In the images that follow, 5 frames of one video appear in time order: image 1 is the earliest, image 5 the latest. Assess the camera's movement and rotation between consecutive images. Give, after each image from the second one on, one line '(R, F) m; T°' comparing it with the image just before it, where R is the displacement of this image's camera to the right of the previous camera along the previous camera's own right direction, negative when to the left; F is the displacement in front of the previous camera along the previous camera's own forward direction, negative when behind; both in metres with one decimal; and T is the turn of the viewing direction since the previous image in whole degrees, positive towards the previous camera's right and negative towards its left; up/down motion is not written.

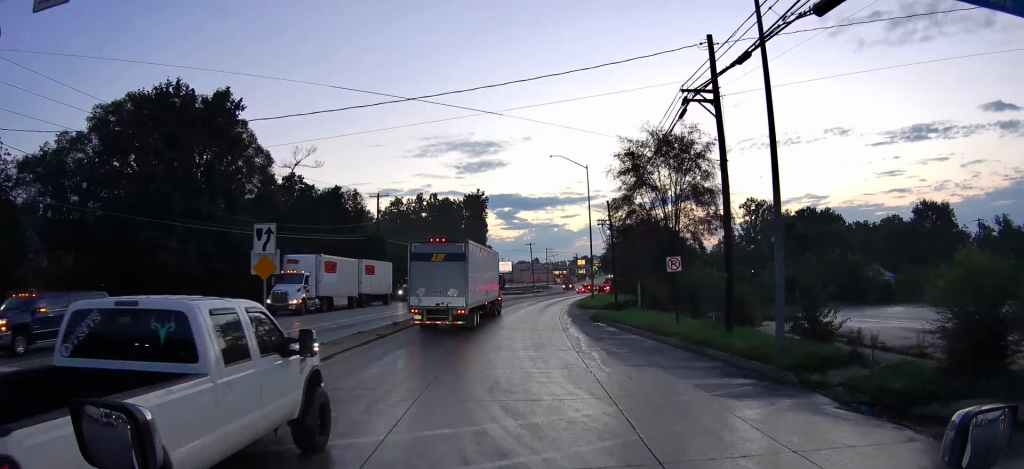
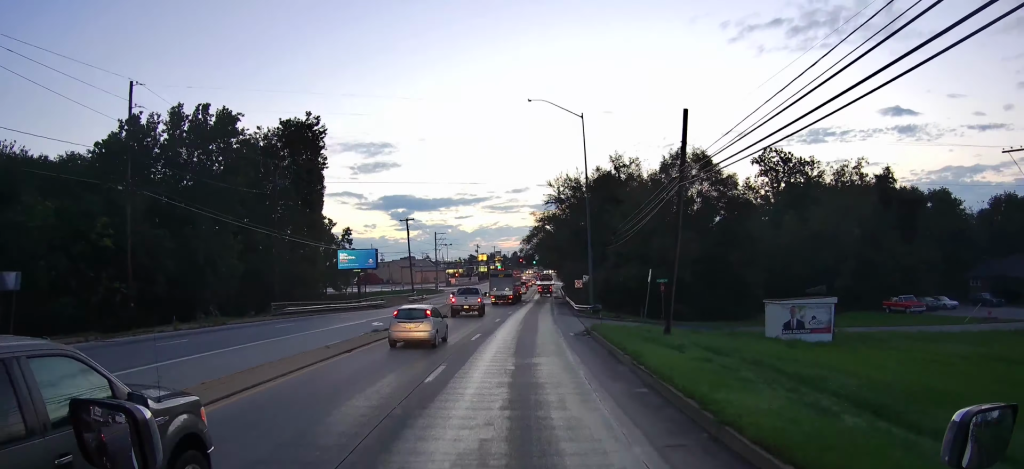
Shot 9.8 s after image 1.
(+3.7, +59.7) m; +8°
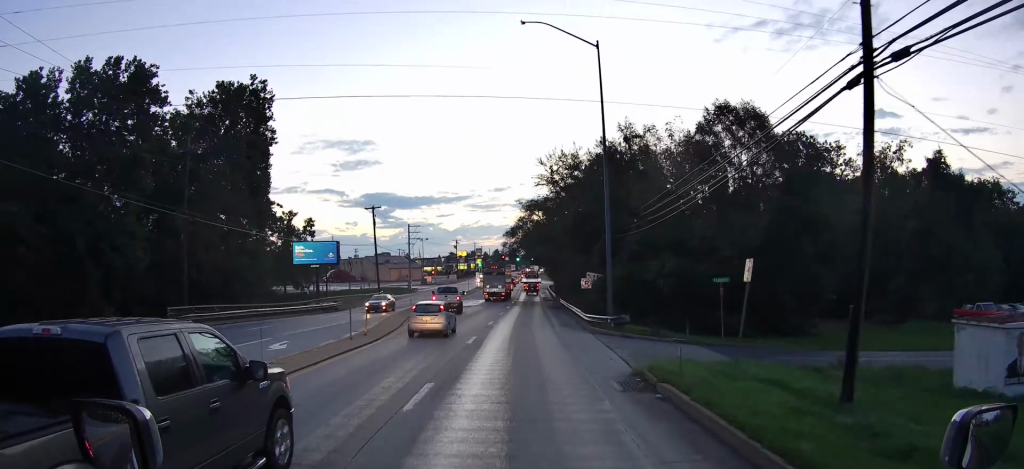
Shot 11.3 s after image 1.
(+0.3, +10.2) m; +2°
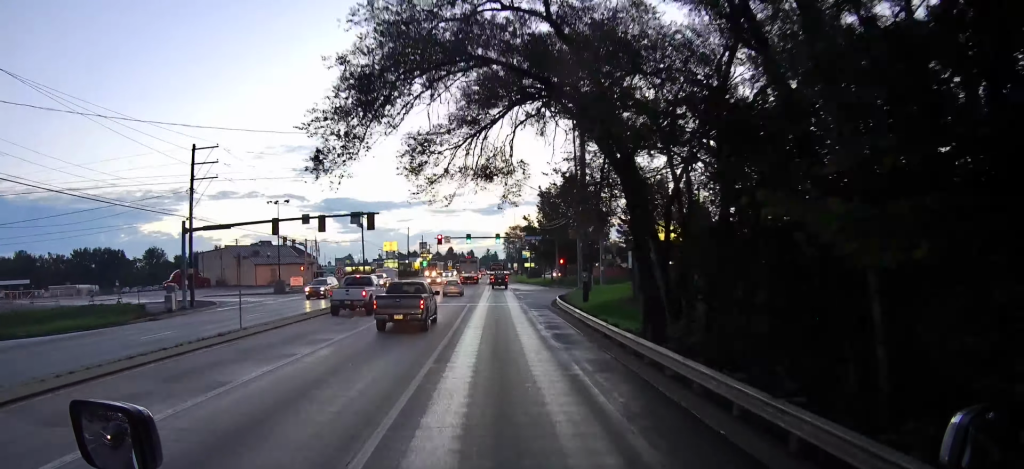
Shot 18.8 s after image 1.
(+3.5, +79.4) m; +3°
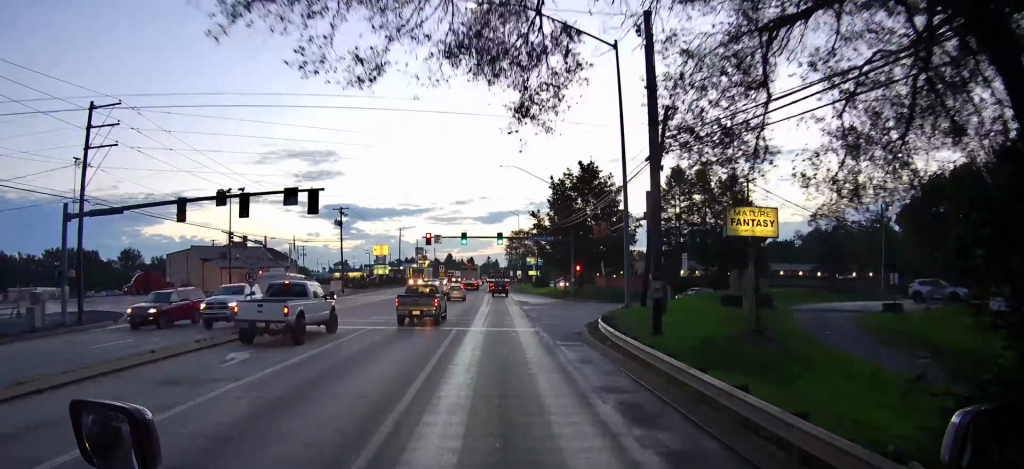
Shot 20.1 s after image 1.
(0.0, +18.3) m; 0°
